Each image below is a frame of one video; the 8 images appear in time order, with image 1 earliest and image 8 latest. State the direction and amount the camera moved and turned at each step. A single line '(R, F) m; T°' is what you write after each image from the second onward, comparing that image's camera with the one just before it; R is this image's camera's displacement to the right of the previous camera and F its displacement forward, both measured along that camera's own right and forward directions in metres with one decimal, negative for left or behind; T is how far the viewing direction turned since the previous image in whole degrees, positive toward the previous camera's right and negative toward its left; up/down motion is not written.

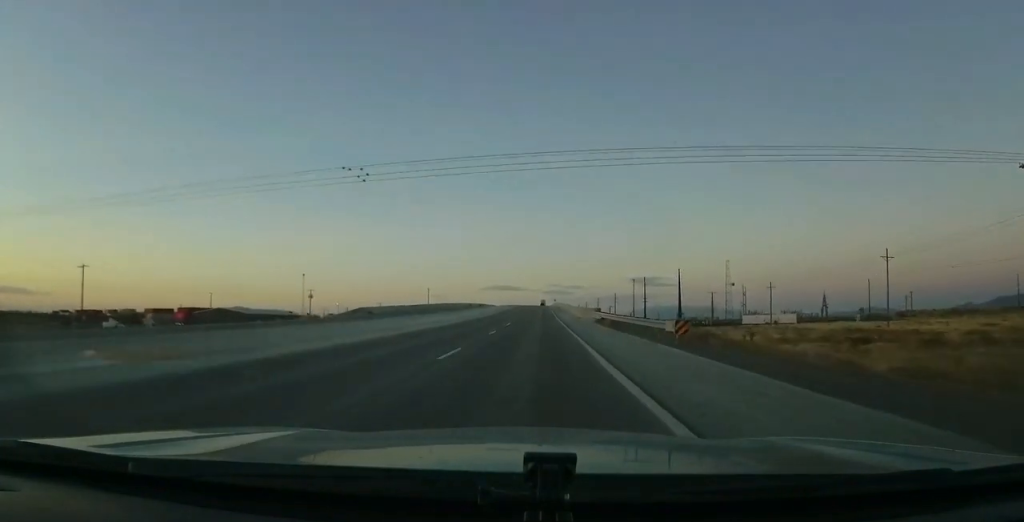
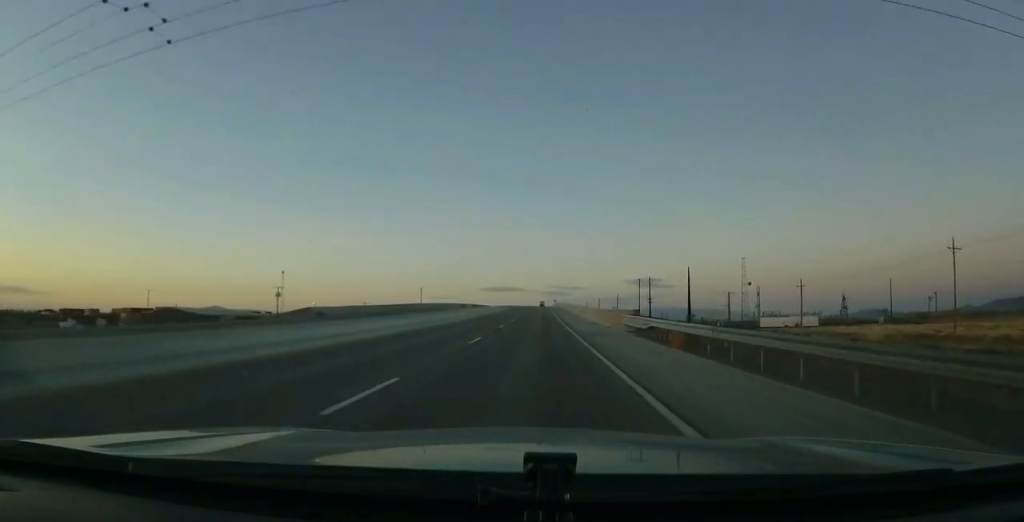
(-0.1, +19.0) m; 0°
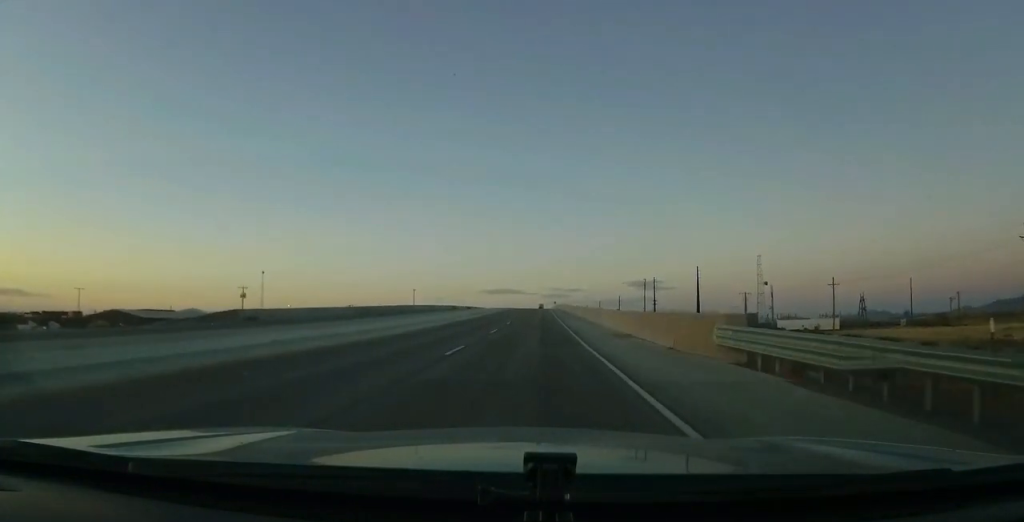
(0.0, +16.1) m; 0°
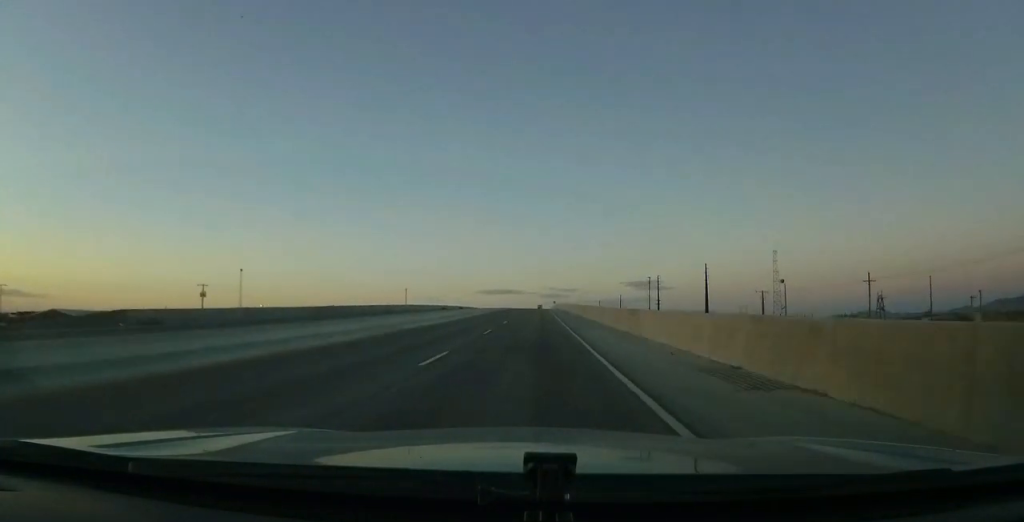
(0.0, +14.7) m; 0°
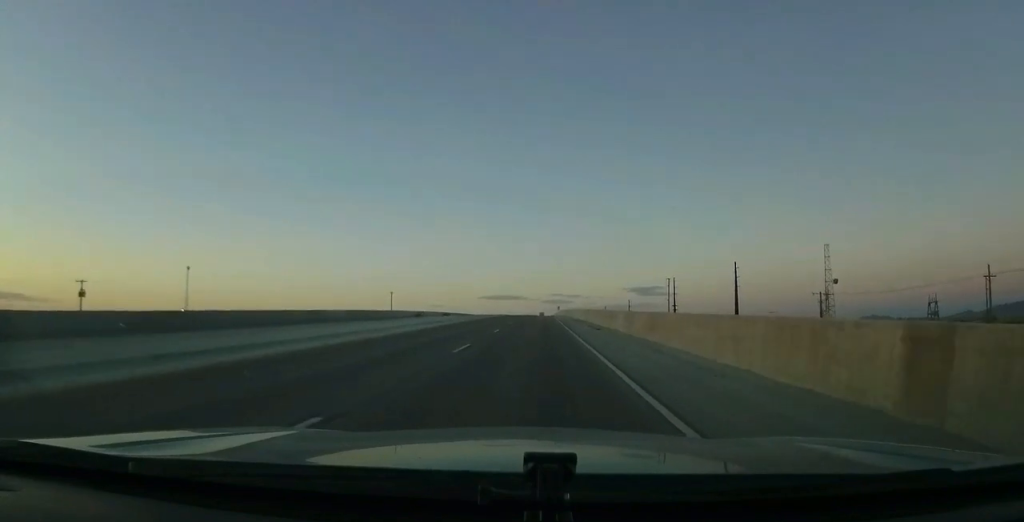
(0.0, +33.0) m; 0°
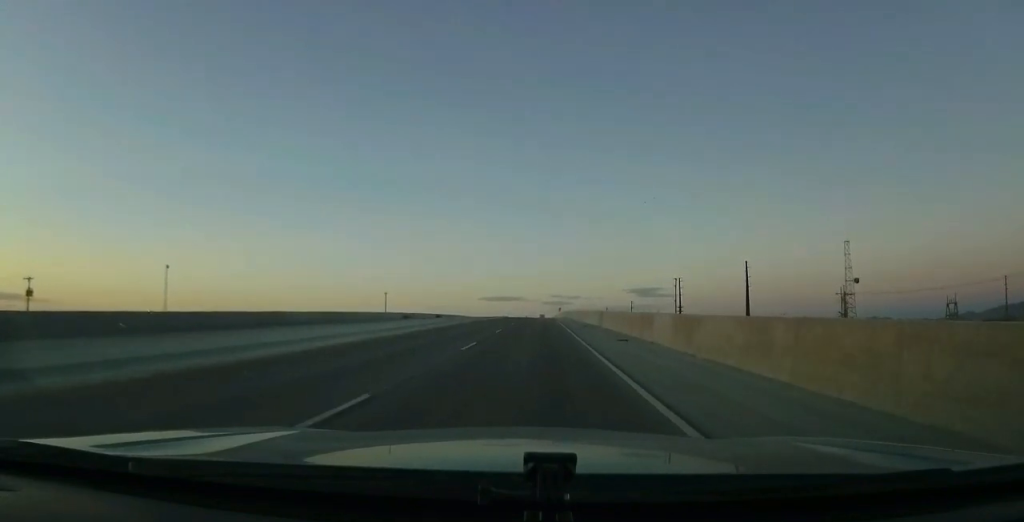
(0.0, +10.6) m; 0°
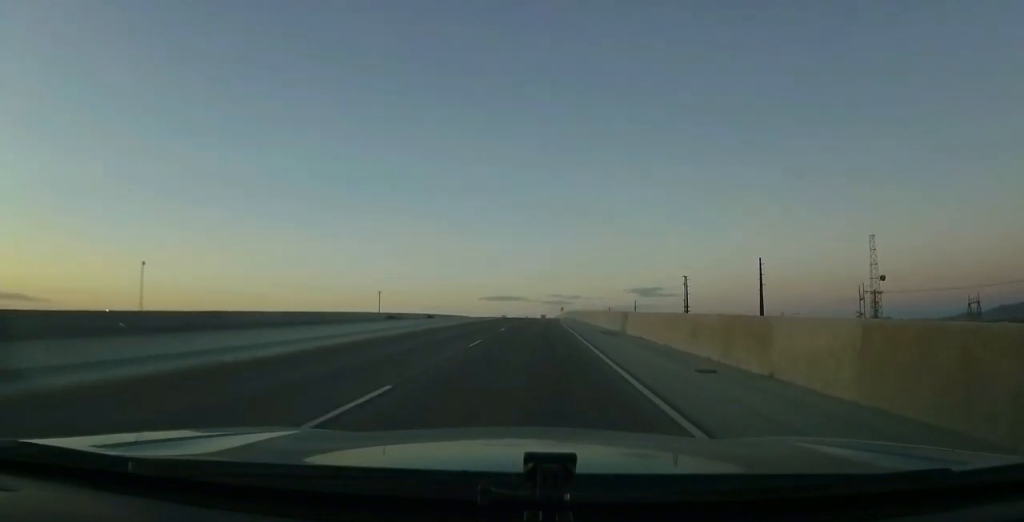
(0.0, +11.3) m; 0°
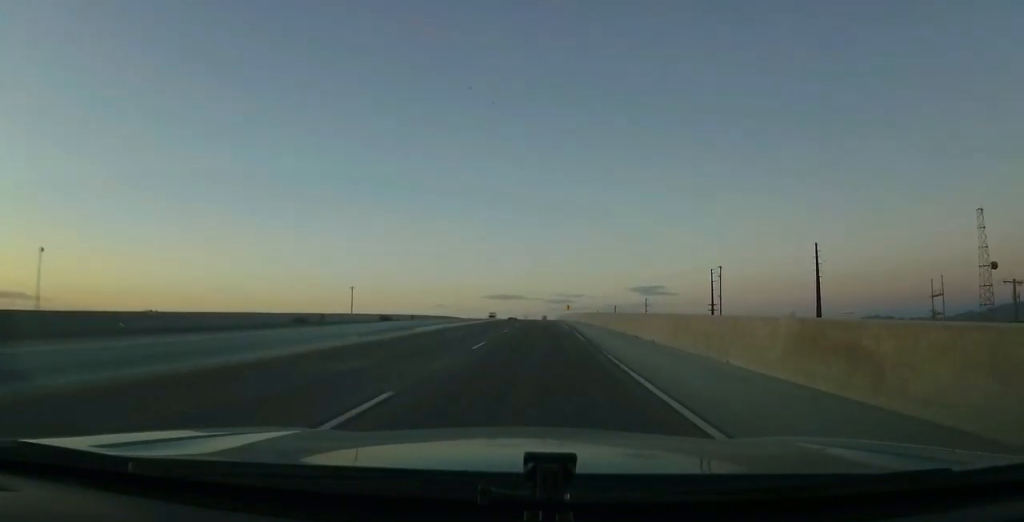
(0.0, +37.5) m; 0°
